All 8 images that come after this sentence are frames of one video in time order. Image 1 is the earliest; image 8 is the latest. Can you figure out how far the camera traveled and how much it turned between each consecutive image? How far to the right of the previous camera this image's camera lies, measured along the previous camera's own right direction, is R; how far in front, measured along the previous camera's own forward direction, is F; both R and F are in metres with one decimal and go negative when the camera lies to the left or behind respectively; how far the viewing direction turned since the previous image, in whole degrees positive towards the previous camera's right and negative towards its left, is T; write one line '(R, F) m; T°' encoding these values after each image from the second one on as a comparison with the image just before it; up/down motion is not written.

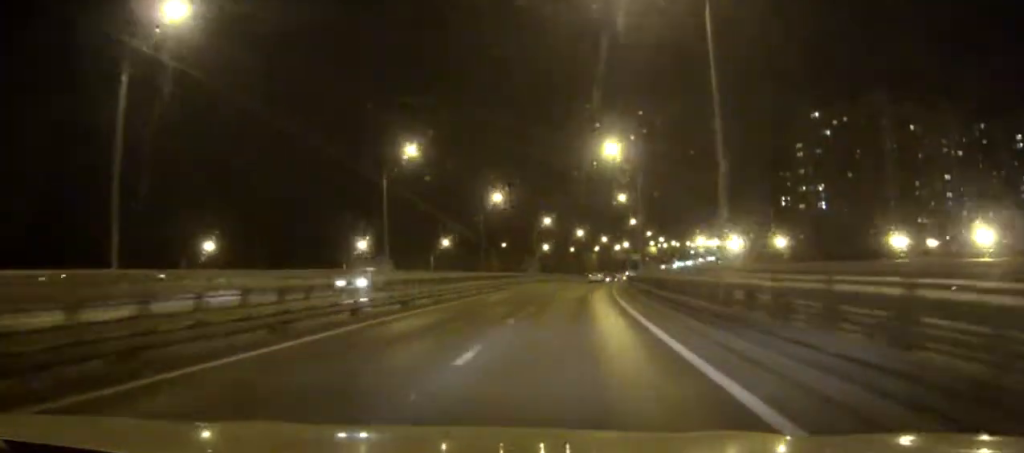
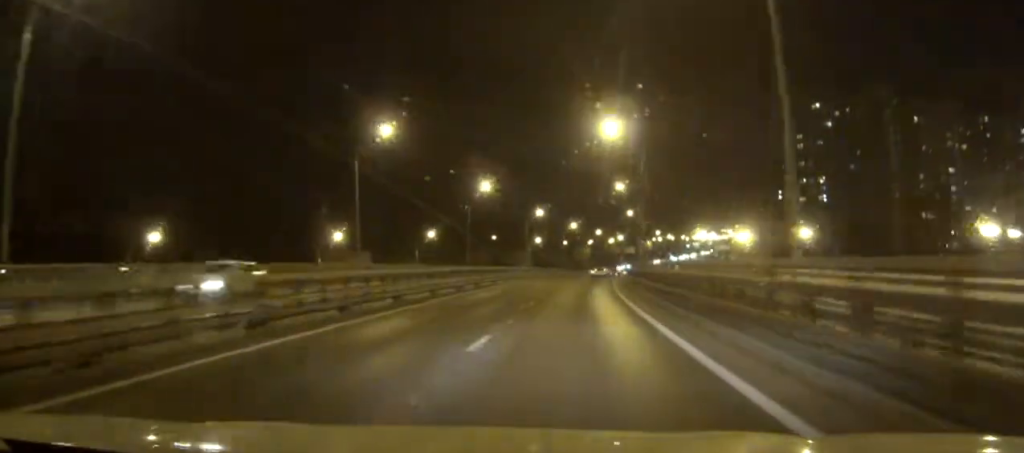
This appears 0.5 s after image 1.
(+0.1, +7.2) m; +1°
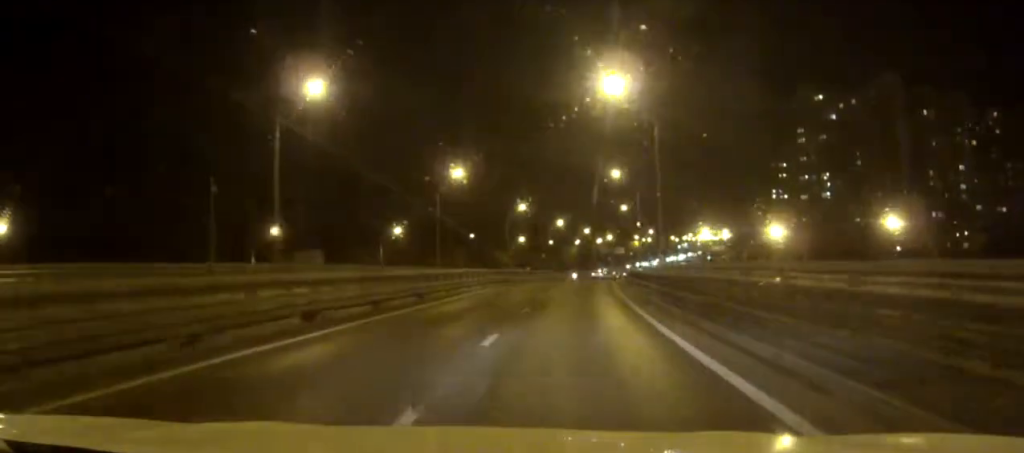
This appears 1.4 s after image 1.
(+0.2, +15.1) m; +1°
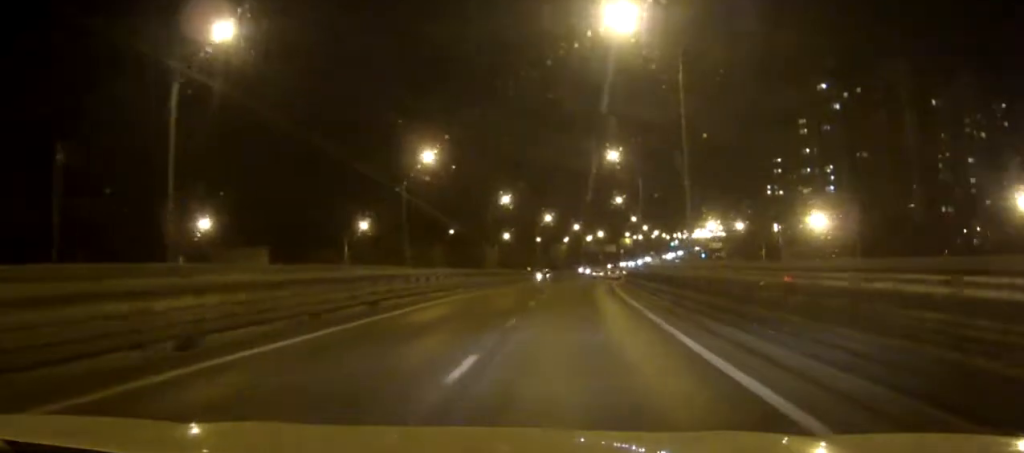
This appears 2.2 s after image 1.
(+0.1, +12.1) m; +1°
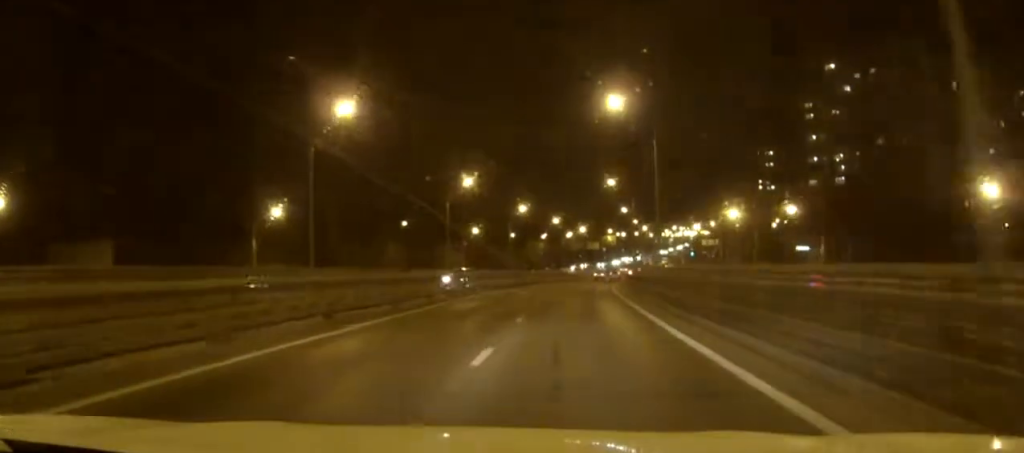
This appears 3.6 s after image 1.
(+0.3, +22.5) m; +2°
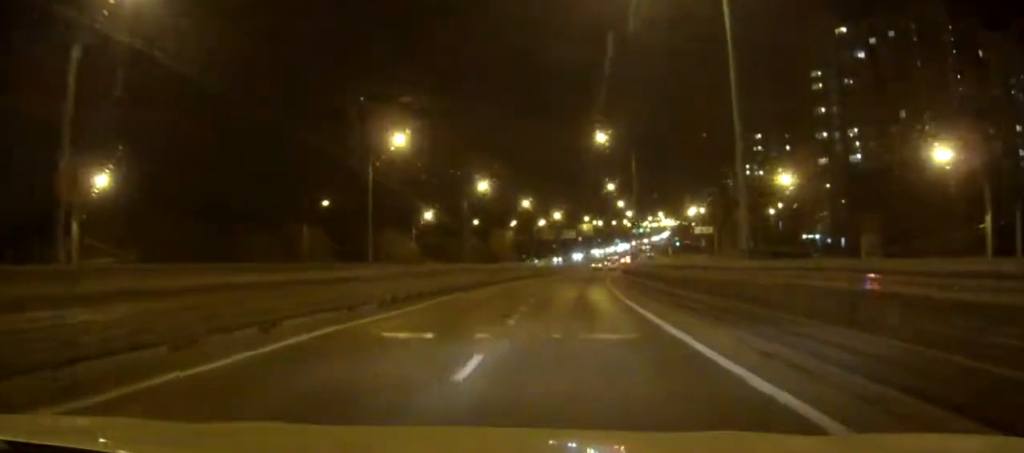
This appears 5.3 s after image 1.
(+0.4, +25.4) m; +2°
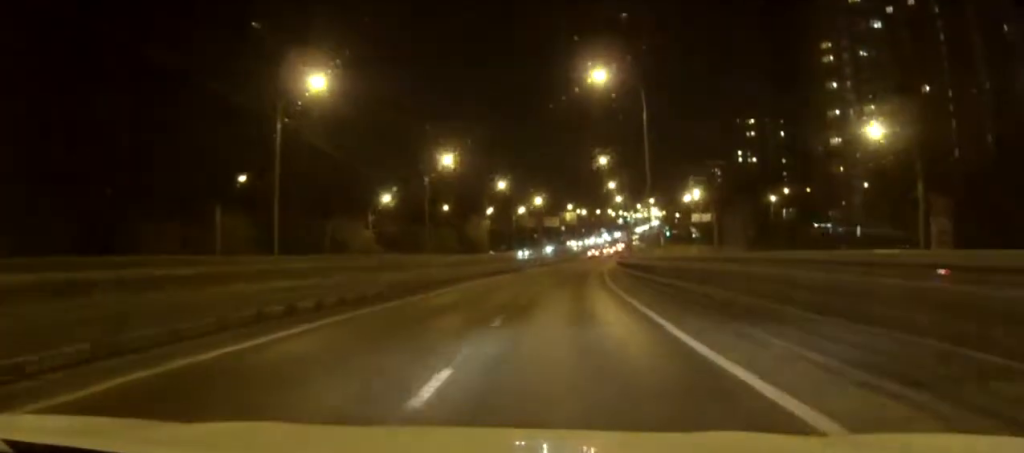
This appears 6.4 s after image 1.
(+0.2, +18.0) m; +1°
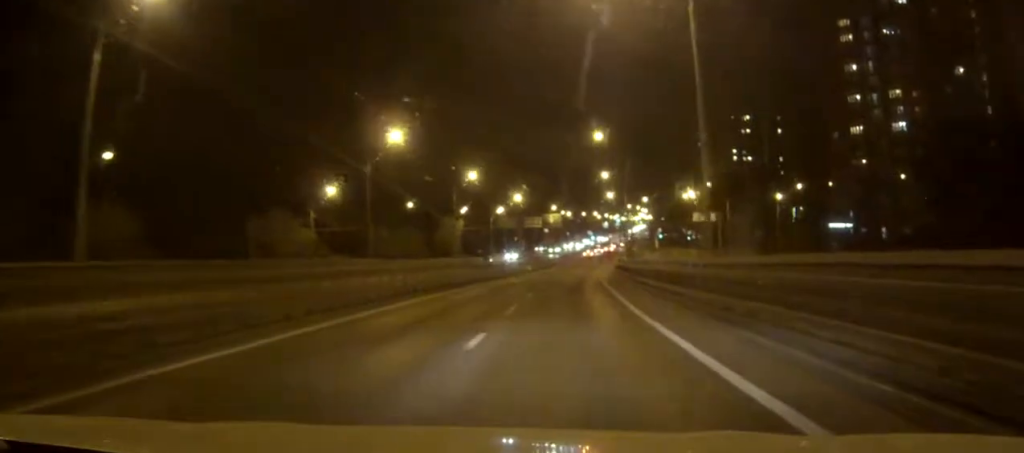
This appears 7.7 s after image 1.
(+0.3, +19.1) m; +1°
